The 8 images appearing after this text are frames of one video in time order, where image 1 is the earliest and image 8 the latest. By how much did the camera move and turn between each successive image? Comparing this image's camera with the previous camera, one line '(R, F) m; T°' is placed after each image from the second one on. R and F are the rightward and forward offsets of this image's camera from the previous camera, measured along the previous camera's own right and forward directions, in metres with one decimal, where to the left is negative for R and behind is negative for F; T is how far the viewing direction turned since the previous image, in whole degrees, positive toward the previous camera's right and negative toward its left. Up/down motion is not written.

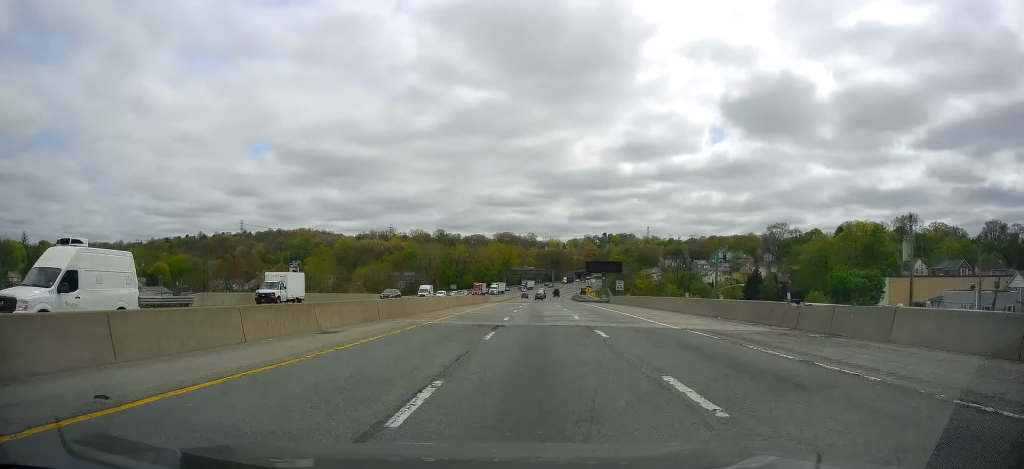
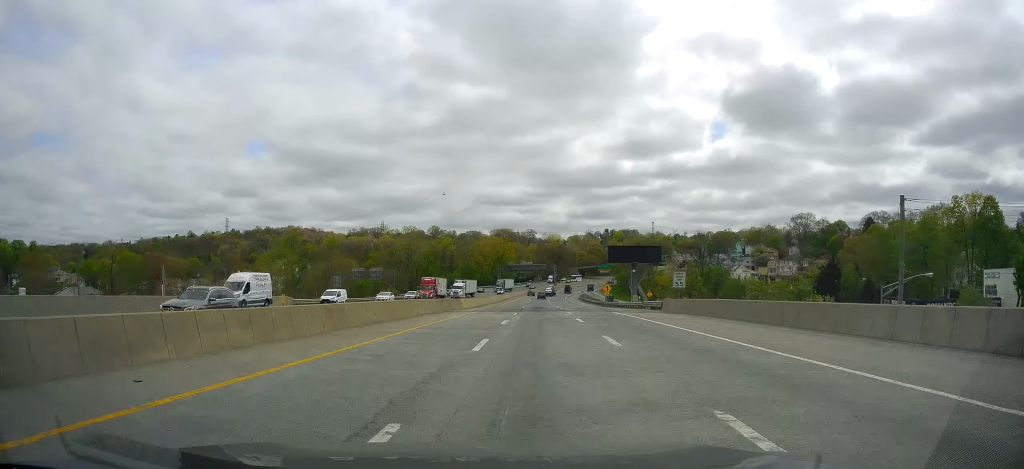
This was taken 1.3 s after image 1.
(+0.4, +39.6) m; 0°
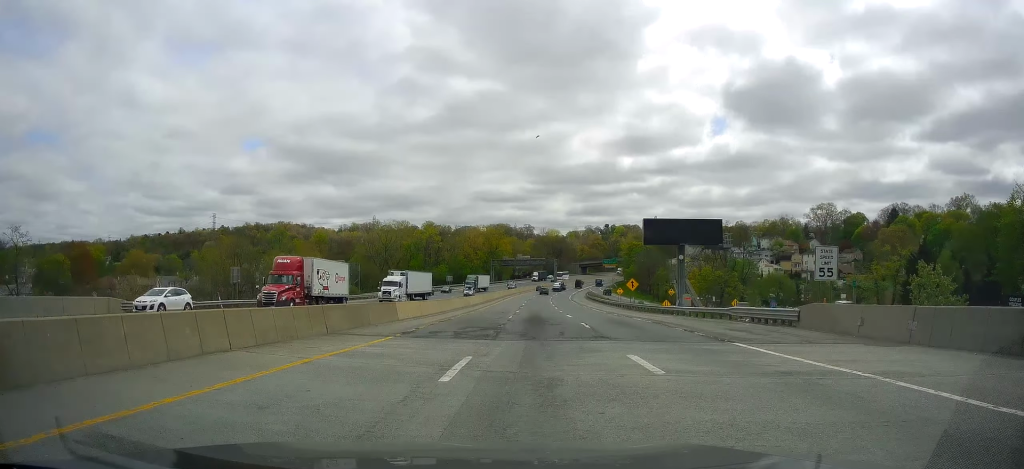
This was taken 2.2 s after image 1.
(-0.3, +29.2) m; -1°
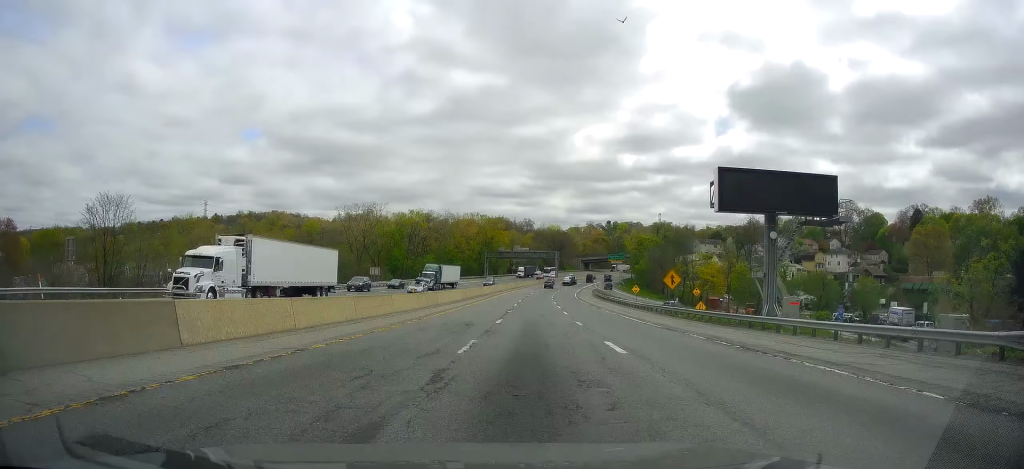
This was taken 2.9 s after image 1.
(0.0, +22.9) m; 0°
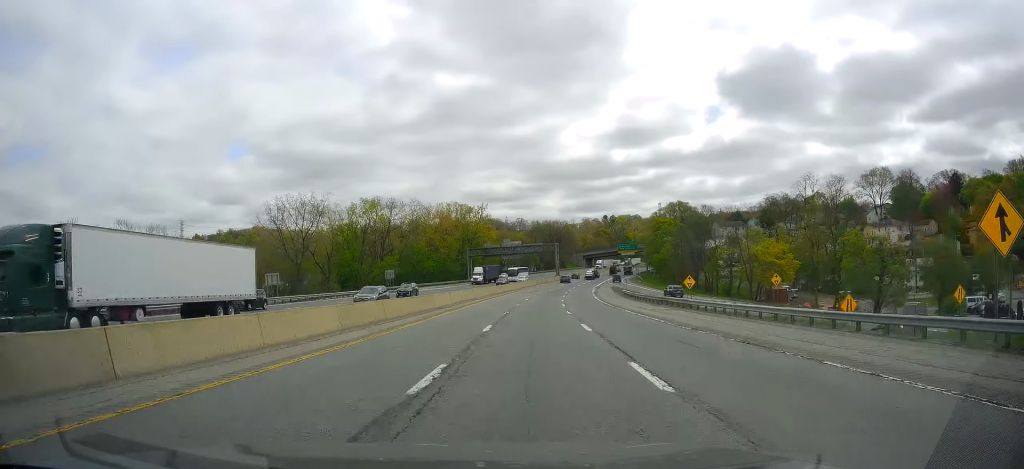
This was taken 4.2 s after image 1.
(+0.4, +40.4) m; +1°
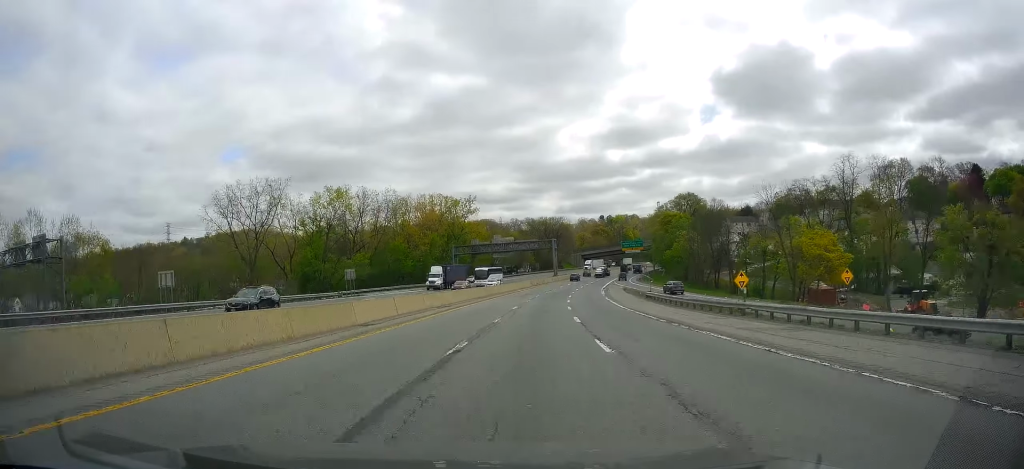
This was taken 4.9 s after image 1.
(+0.3, +19.5) m; +1°
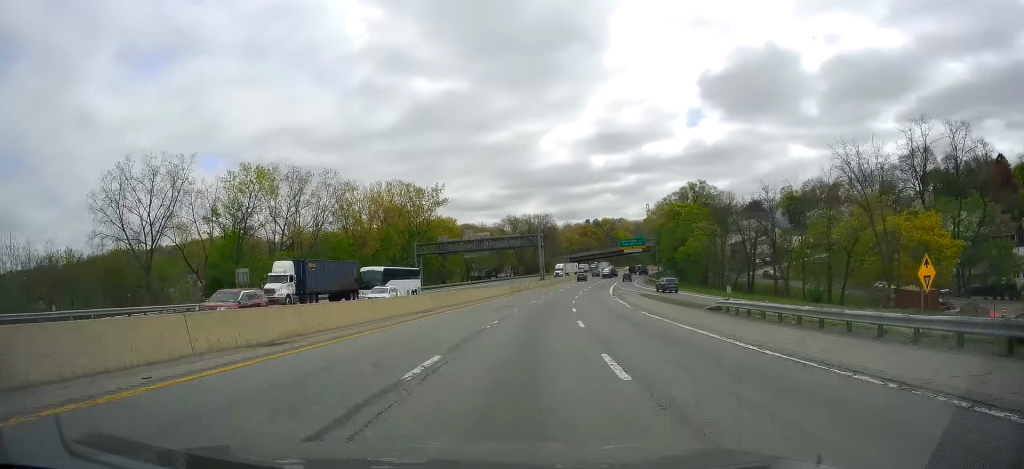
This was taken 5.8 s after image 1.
(+0.1, +27.8) m; 0°
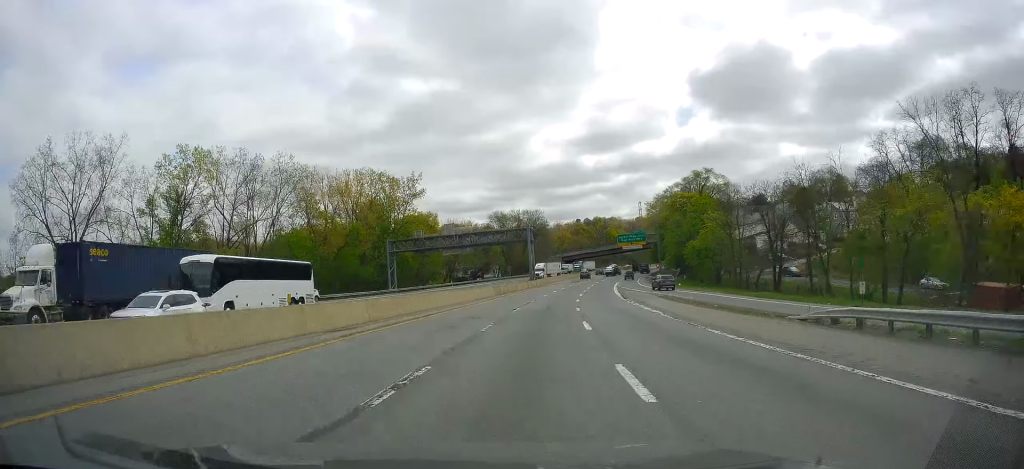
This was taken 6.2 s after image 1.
(0.0, +14.5) m; 0°
